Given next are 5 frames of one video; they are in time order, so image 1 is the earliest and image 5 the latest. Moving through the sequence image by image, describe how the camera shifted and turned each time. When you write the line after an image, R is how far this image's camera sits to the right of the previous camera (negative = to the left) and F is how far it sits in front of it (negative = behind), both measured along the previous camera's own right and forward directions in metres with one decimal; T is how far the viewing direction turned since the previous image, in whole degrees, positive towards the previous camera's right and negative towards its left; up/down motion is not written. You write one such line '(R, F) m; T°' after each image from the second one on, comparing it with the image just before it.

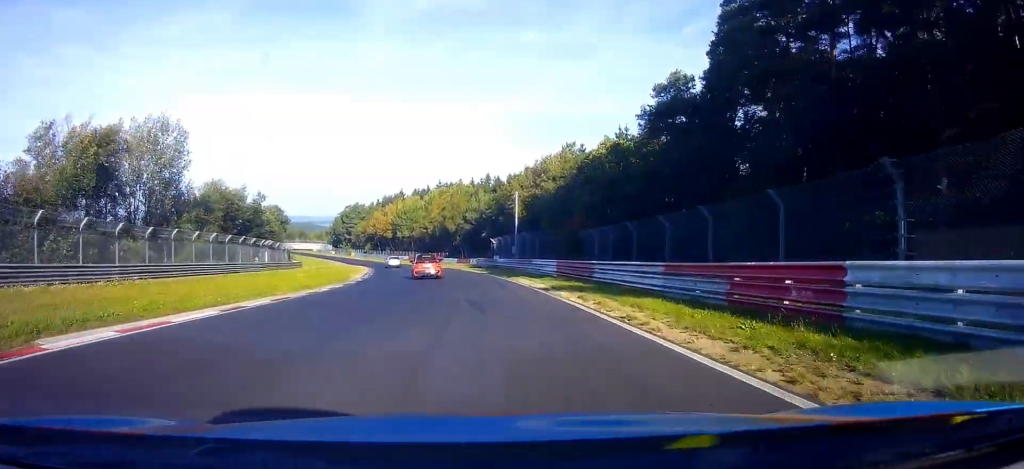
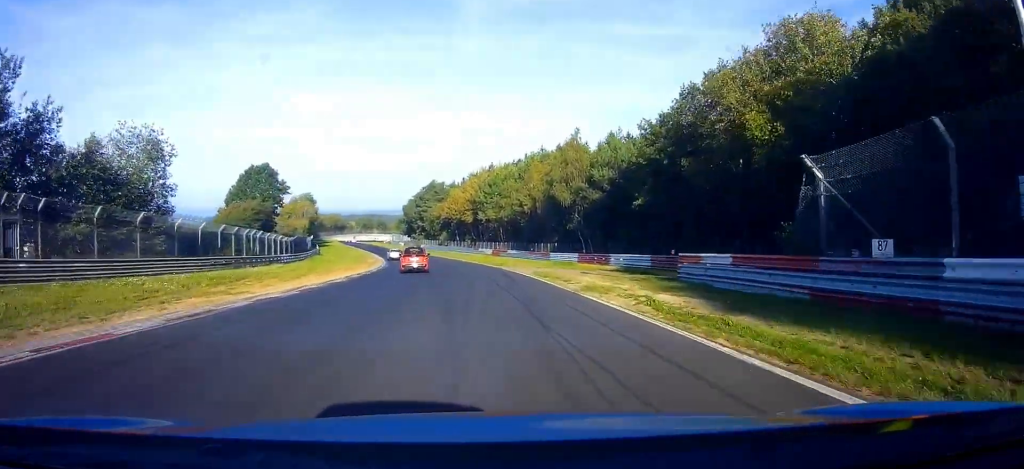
(-4.1, +47.3) m; -10°
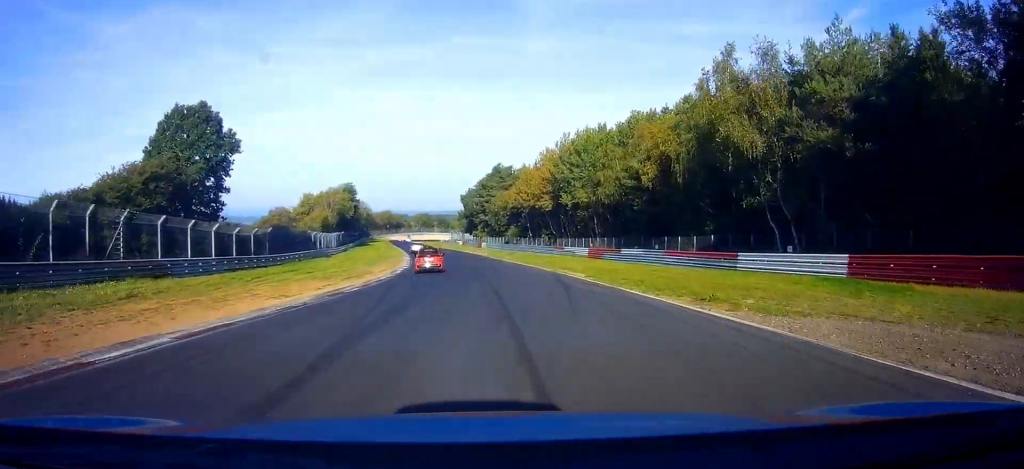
(-1.5, +30.7) m; -8°
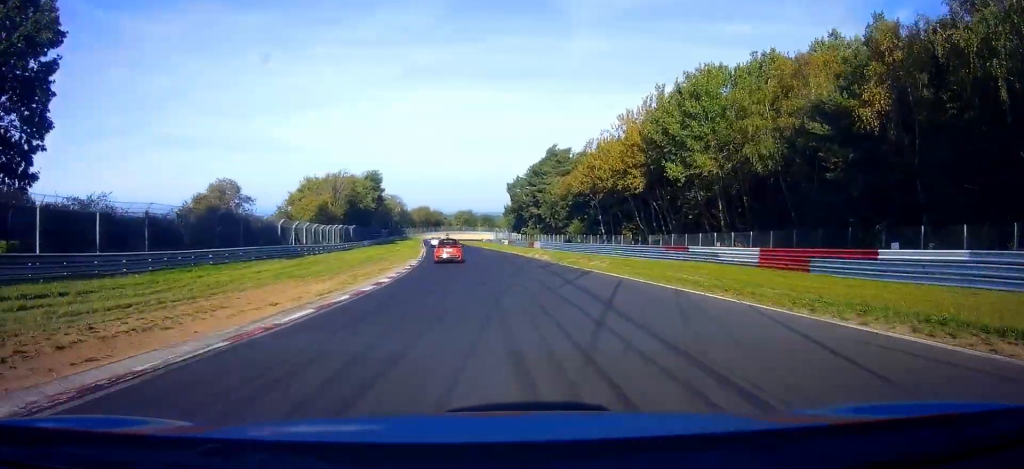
(-1.8, +24.9) m; -6°
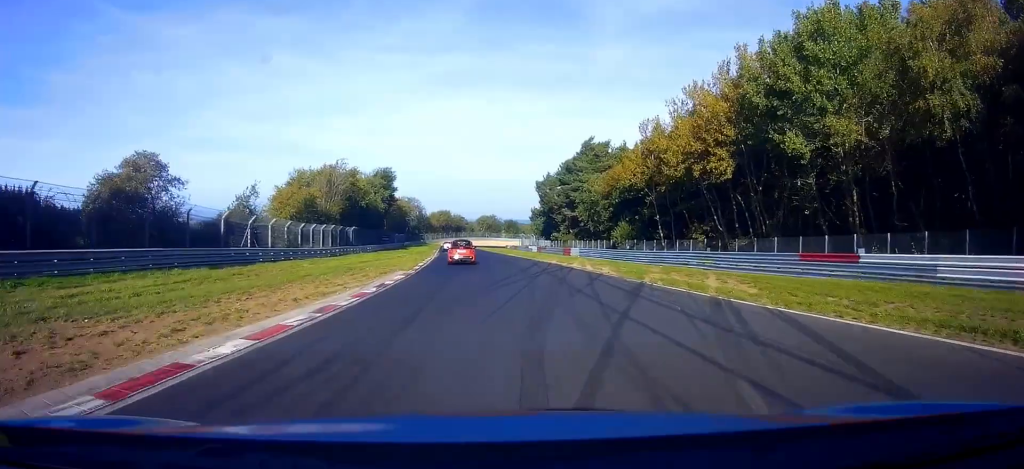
(-0.1, +13.9) m; -2°
